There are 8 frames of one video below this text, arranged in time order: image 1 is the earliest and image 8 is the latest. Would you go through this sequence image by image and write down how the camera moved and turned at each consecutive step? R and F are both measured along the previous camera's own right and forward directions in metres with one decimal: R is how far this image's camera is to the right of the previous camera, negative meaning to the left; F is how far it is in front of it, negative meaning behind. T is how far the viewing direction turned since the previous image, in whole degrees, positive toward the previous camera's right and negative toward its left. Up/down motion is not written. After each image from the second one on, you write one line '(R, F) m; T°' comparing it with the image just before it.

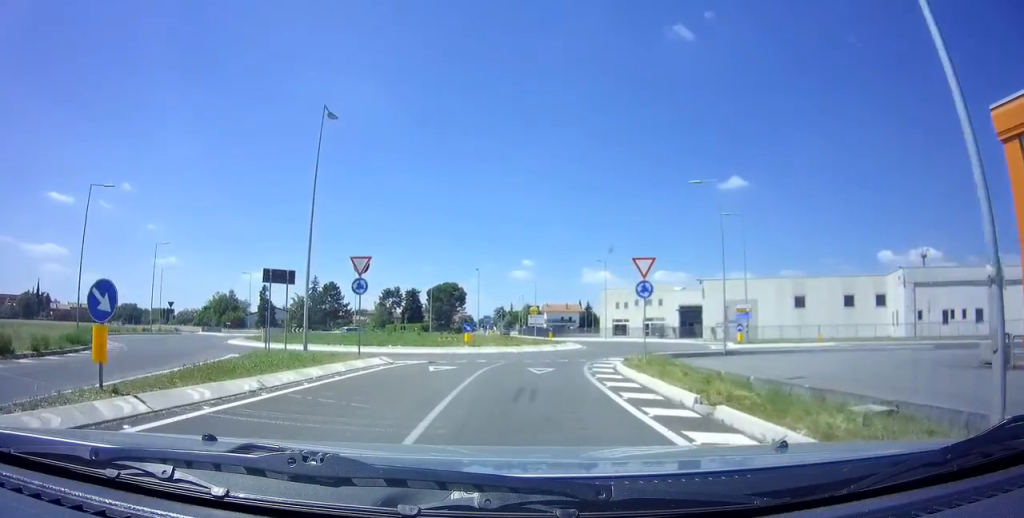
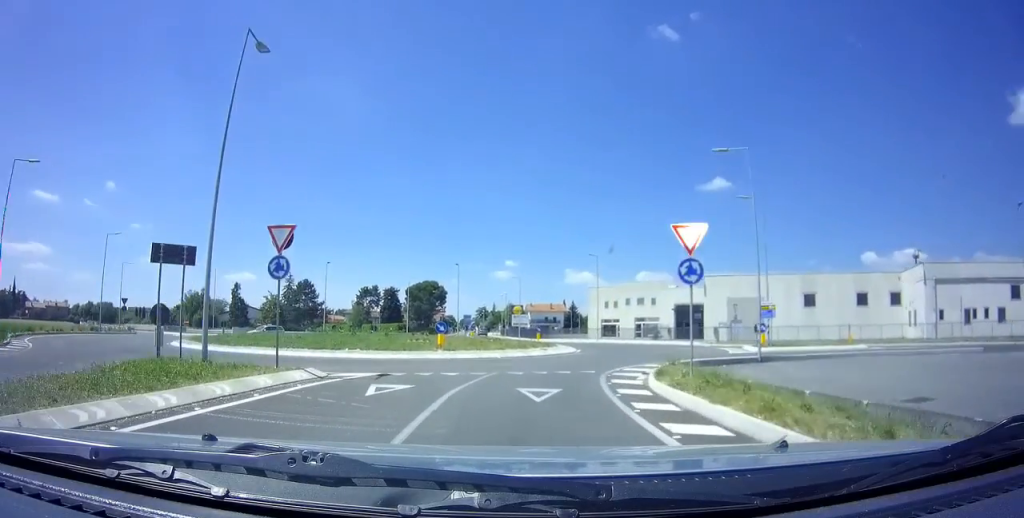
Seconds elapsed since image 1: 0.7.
(+0.2, +6.0) m; +5°
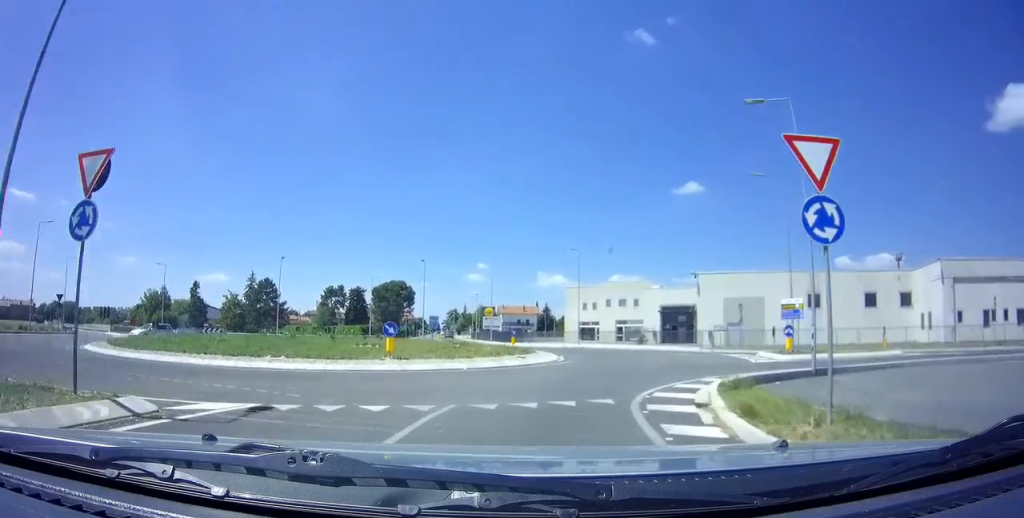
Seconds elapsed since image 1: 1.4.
(+0.5, +6.8) m; +3°
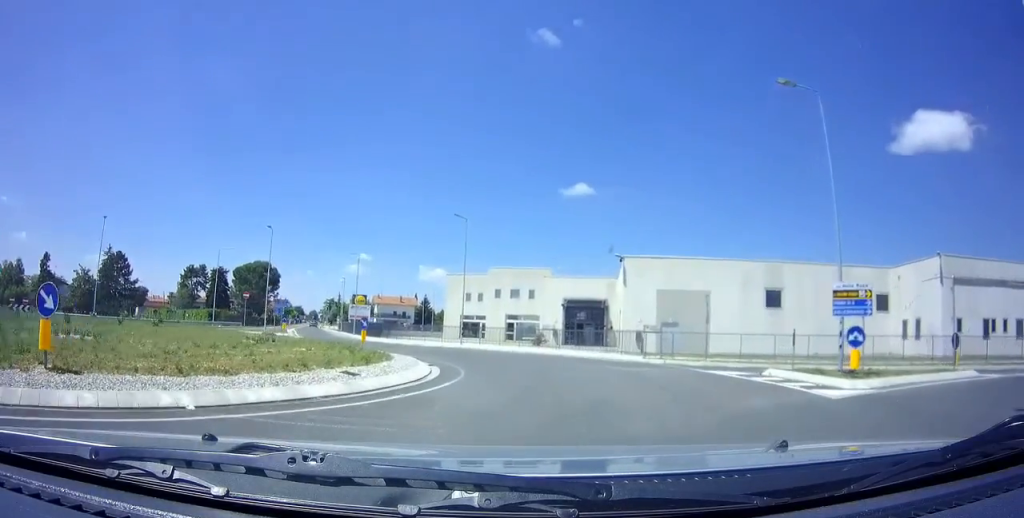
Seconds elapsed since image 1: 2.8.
(+0.1, +13.6) m; -5°
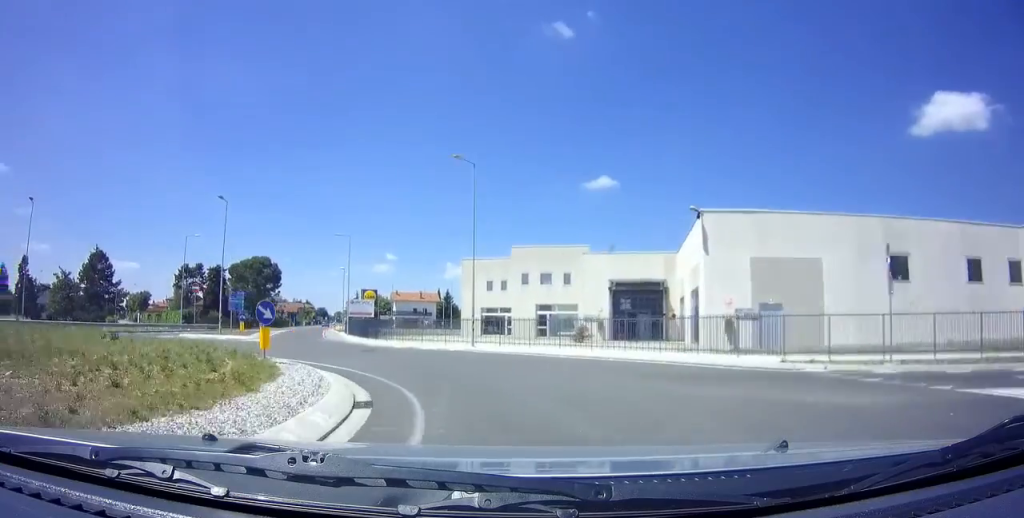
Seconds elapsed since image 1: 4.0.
(-1.5, +12.6) m; -12°
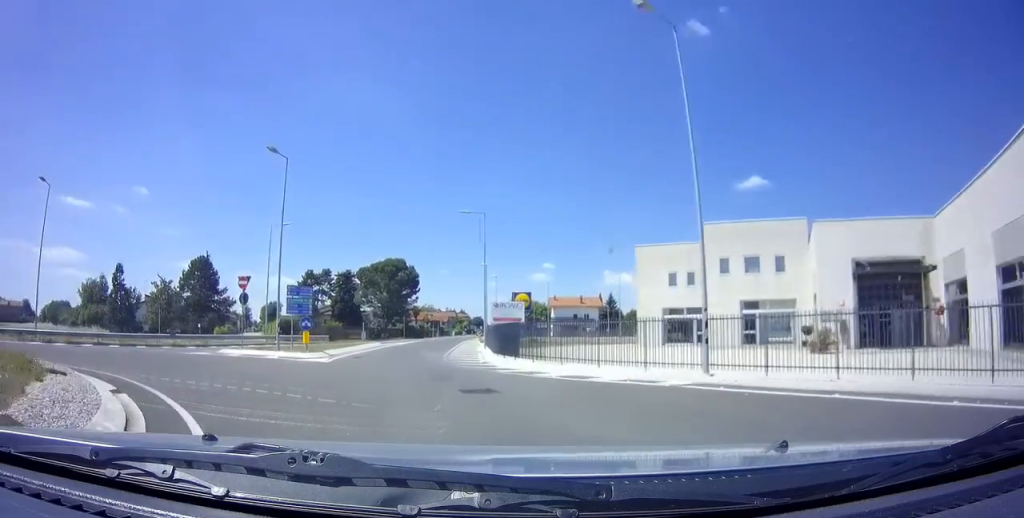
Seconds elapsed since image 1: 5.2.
(-1.4, +14.1) m; -7°
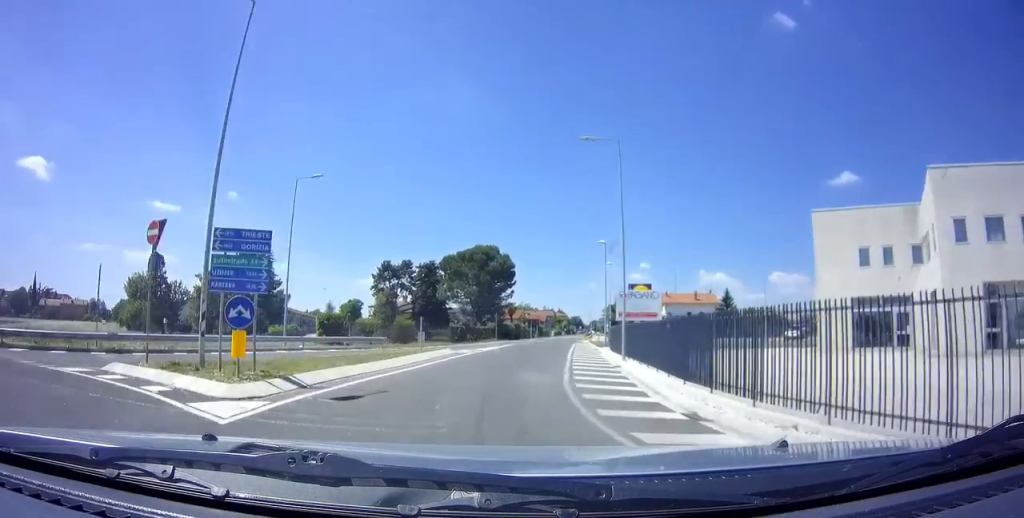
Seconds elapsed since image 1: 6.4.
(-0.4, +15.0) m; 0°
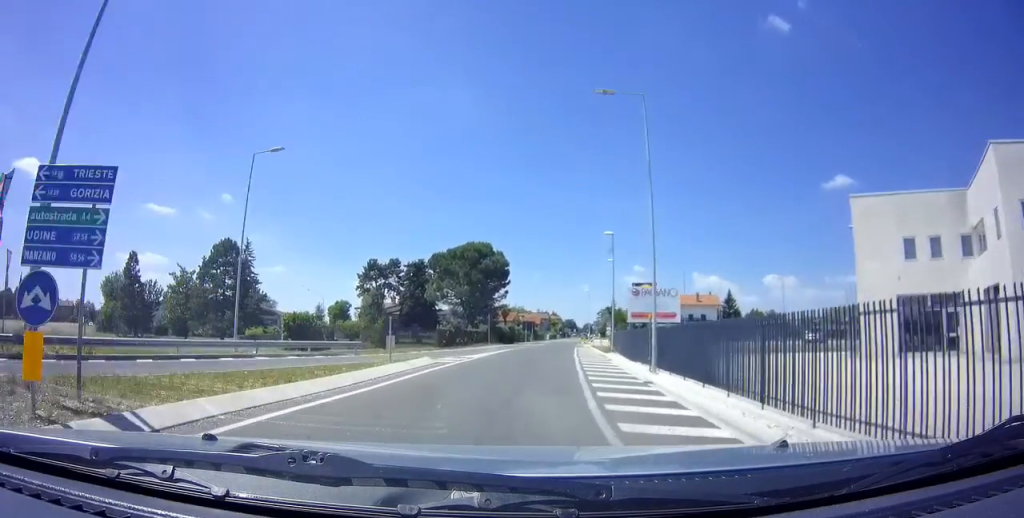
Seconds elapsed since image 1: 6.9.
(0.0, +6.1) m; +1°
